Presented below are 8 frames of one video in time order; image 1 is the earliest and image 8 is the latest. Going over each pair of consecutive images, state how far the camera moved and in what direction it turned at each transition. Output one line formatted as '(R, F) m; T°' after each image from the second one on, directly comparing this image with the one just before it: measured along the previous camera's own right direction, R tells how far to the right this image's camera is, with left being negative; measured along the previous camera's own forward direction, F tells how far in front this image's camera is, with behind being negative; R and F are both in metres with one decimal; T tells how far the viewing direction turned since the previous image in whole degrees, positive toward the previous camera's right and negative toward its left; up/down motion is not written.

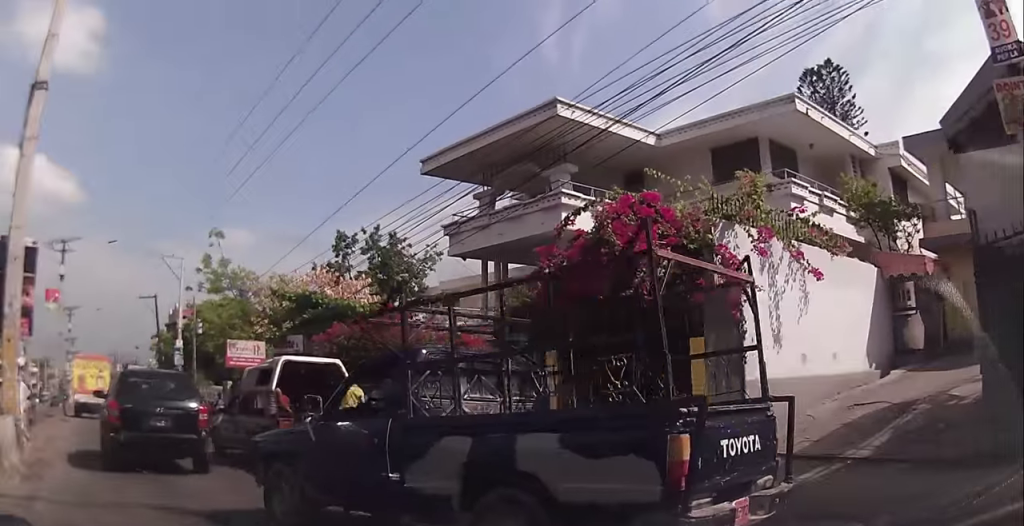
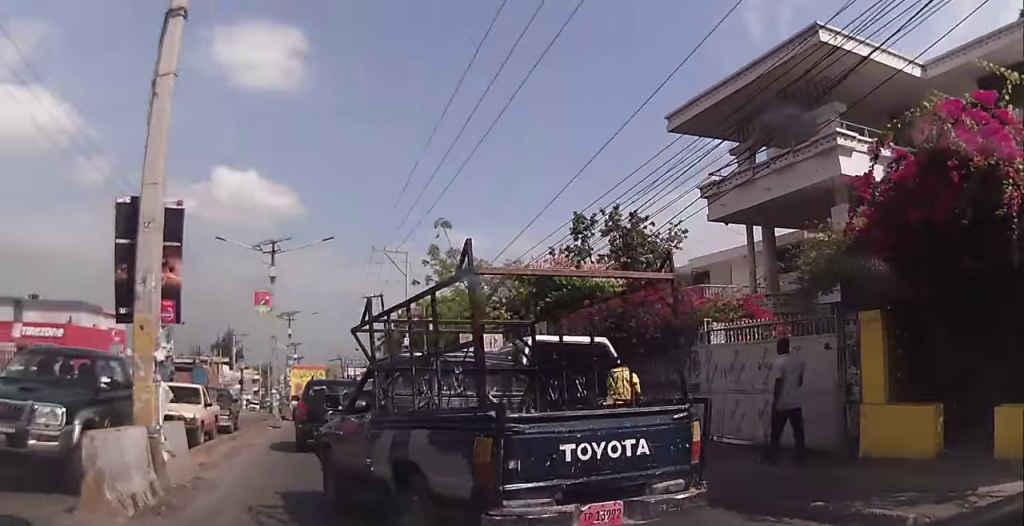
(-0.3, +2.8) m; -13°
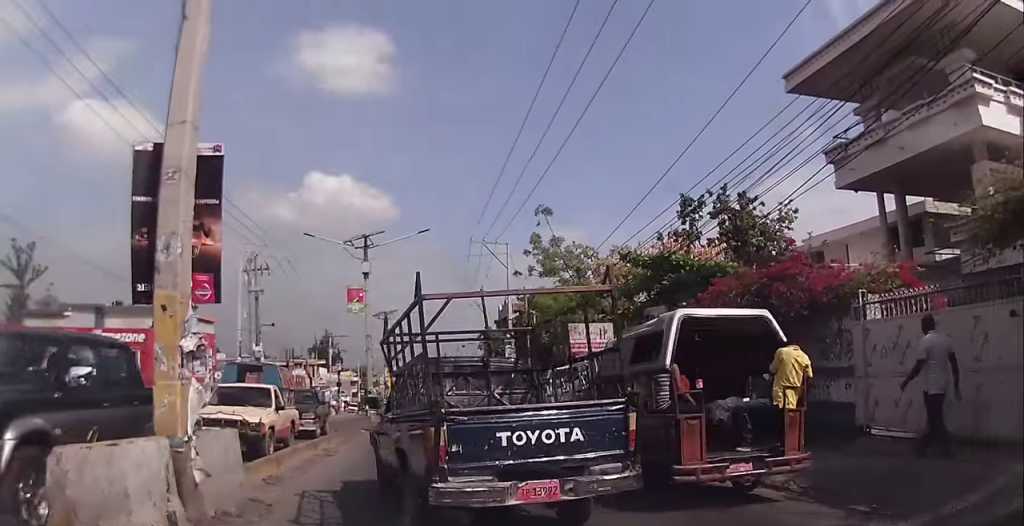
(-0.1, +2.0) m; -9°
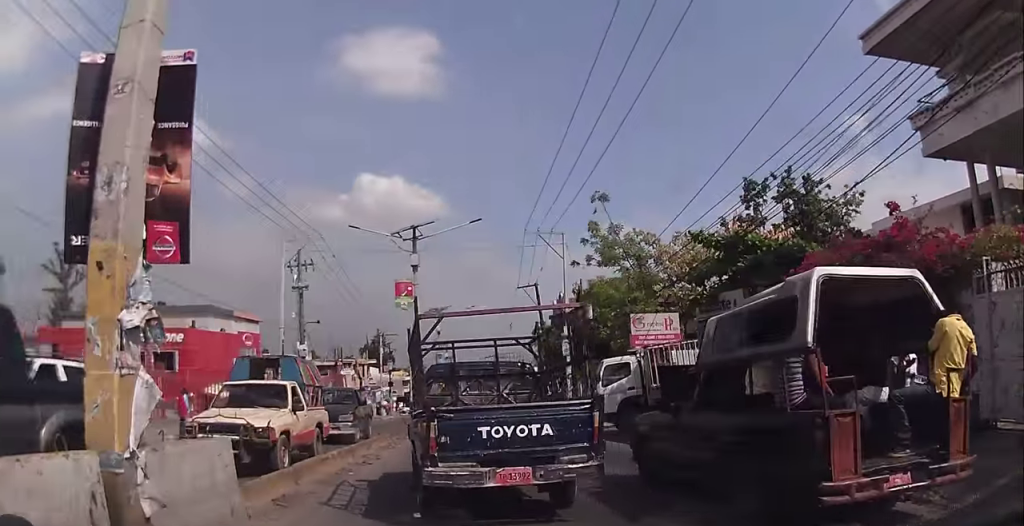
(-0.2, +2.0) m; -1°
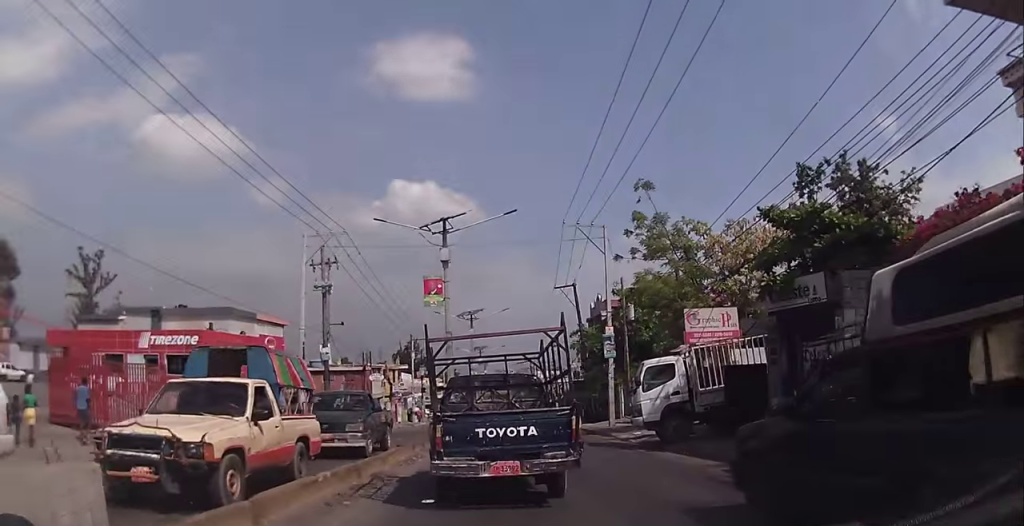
(-0.1, +2.6) m; -1°
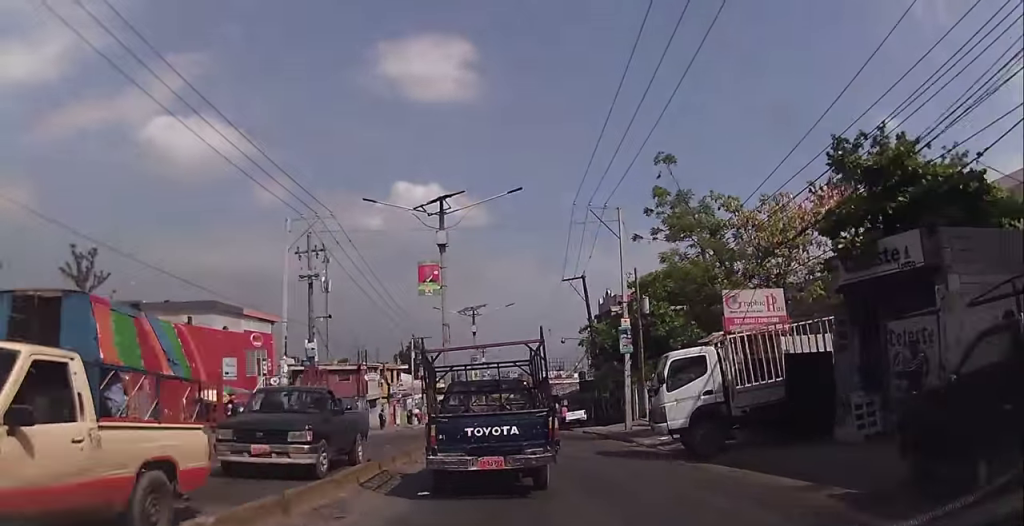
(+0.2, +3.3) m; 0°
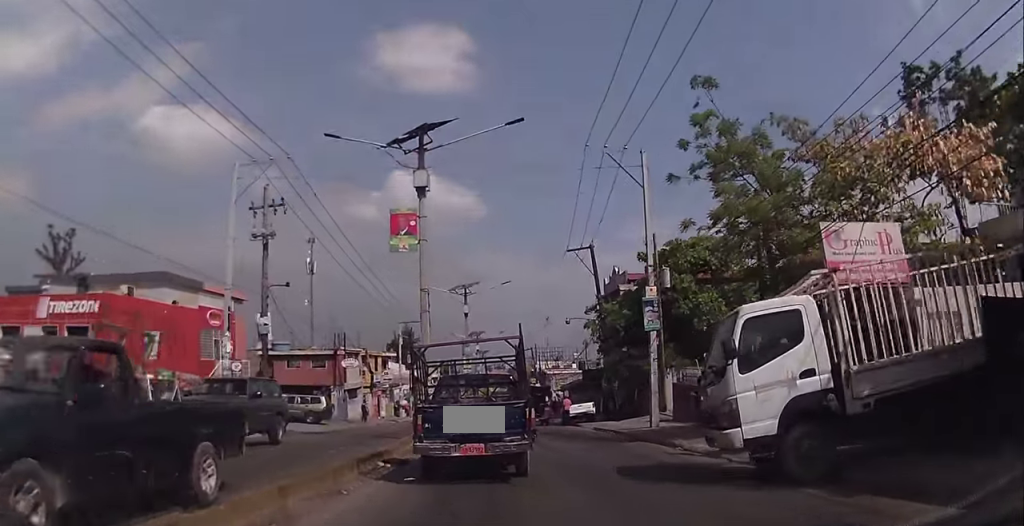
(-0.1, +5.9) m; -3°
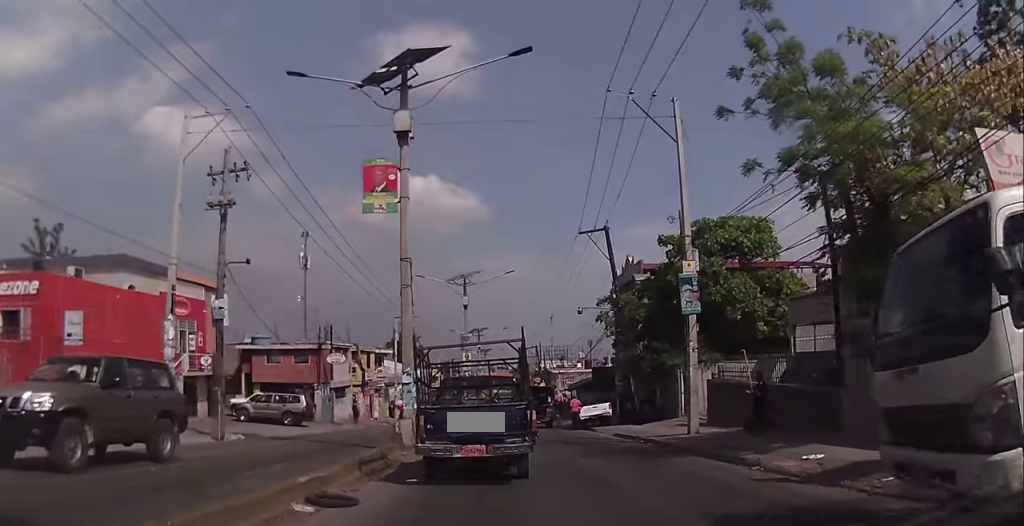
(-0.1, +4.9) m; -1°
